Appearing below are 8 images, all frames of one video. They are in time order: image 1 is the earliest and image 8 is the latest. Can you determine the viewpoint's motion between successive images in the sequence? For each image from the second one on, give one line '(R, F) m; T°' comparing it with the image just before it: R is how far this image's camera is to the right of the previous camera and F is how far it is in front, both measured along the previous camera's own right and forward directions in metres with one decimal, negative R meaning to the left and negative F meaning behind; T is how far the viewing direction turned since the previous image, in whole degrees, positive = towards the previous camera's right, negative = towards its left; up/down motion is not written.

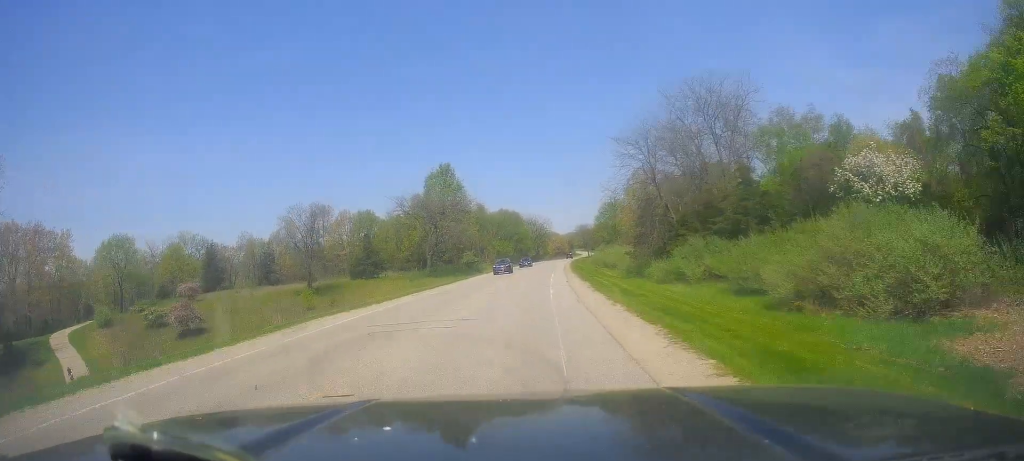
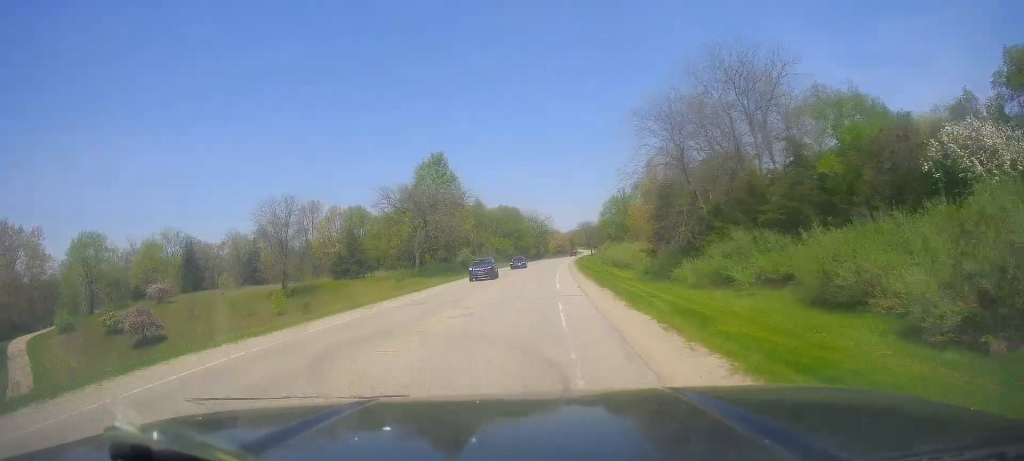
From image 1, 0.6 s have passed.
(0.0, +9.5) m; 0°
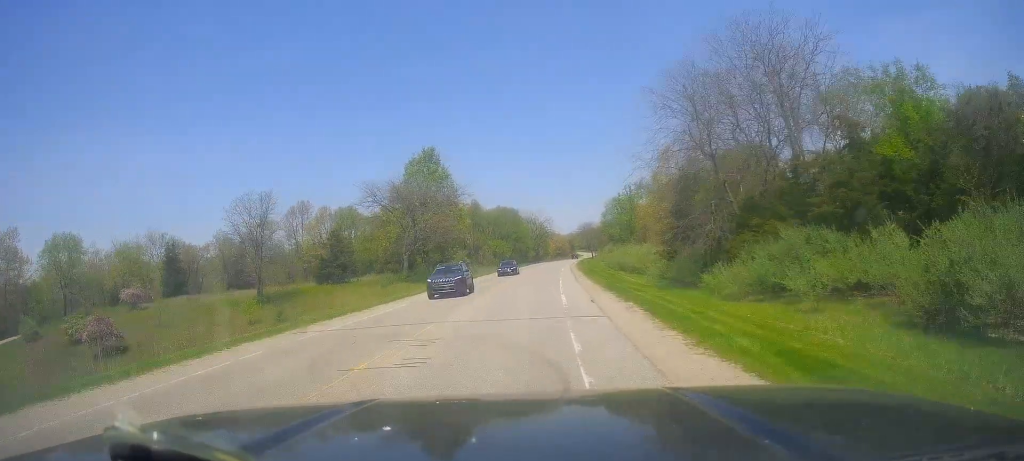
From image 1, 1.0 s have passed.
(+0.3, +7.2) m; 0°
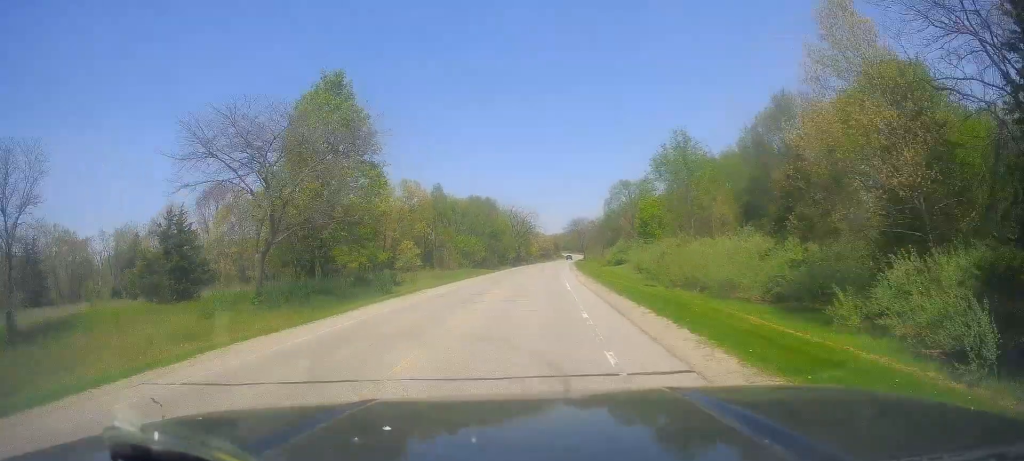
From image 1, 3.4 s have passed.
(-0.6, +38.6) m; 0°
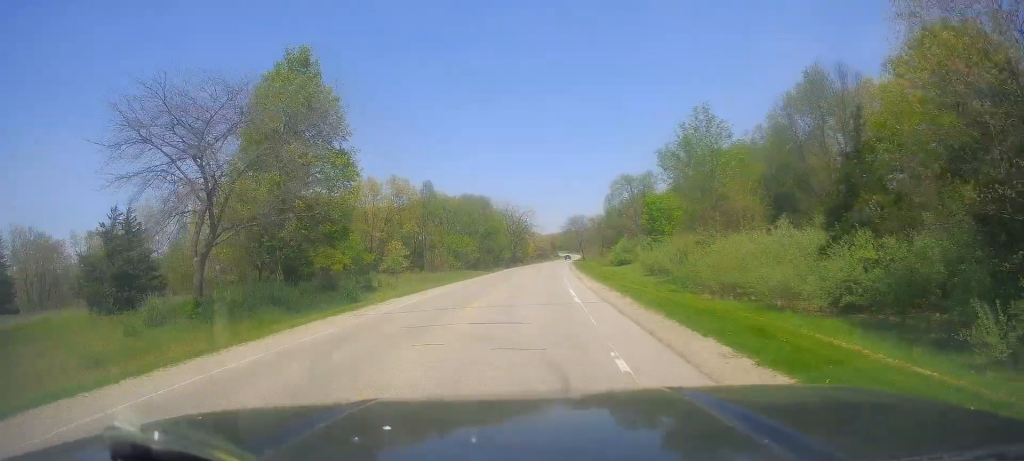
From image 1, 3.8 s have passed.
(0.0, +7.5) m; +1°
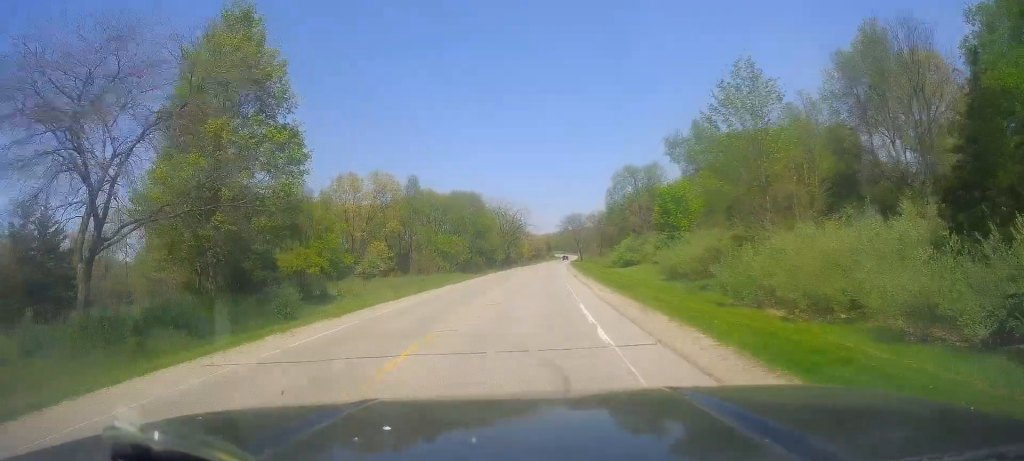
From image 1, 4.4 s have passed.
(0.0, +9.6) m; +1°
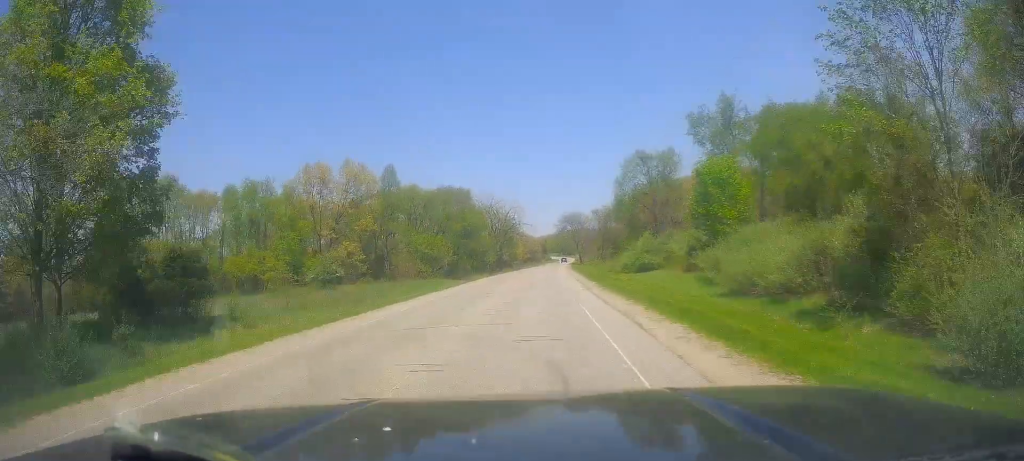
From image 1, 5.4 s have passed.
(+0.5, +15.0) m; 0°
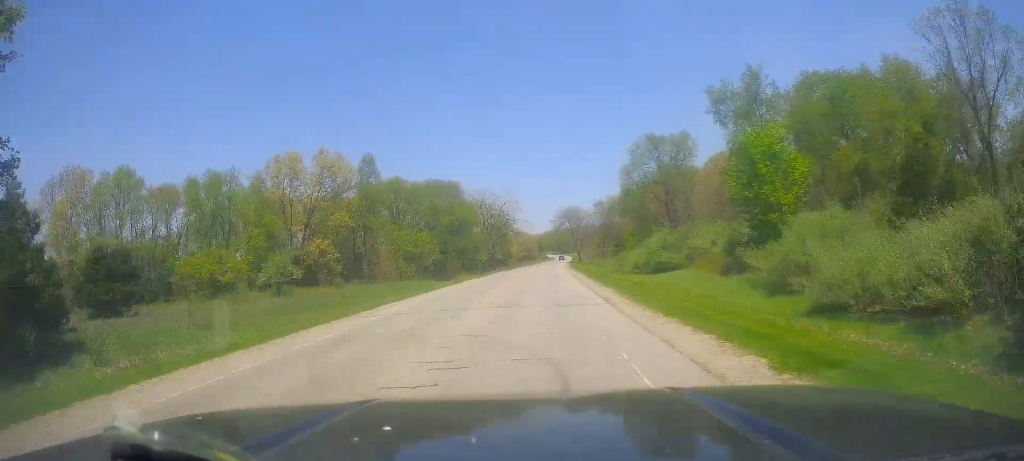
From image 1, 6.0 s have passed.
(-0.4, +10.3) m; -1°
